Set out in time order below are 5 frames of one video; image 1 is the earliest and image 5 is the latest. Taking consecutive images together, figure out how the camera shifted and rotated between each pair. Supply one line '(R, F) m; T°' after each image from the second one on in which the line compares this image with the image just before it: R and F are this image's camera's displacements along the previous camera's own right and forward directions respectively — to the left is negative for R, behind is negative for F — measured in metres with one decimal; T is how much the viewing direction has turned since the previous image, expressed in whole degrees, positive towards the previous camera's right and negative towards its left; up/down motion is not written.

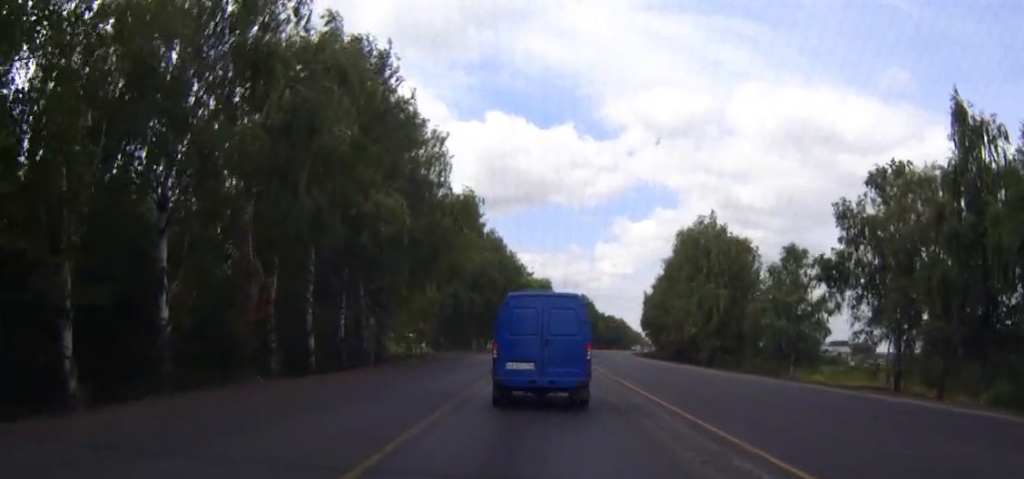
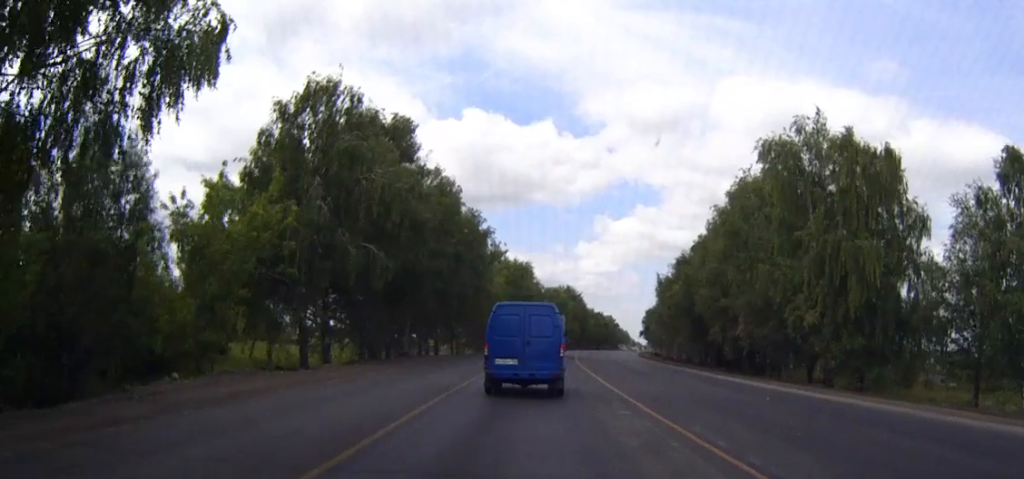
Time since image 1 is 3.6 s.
(+0.7, +43.4) m; +1°
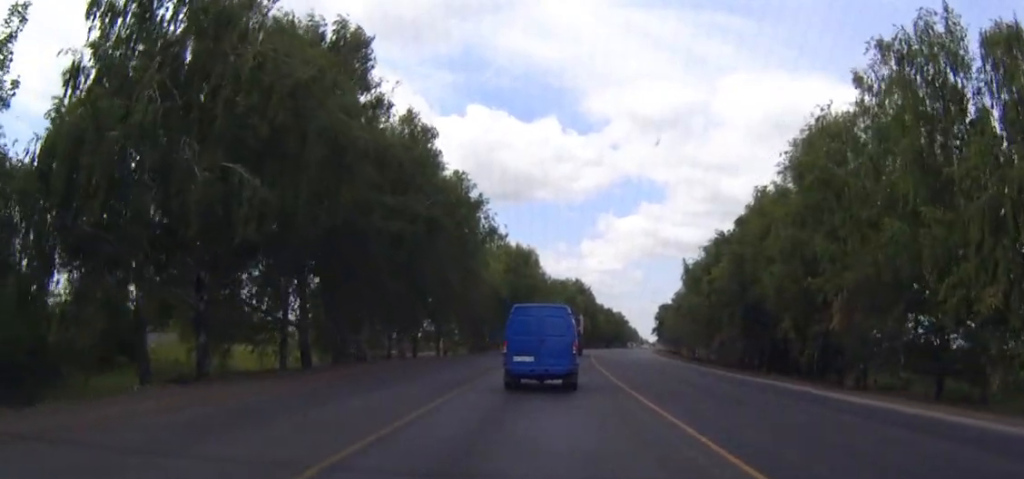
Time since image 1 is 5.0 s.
(-0.1, +19.2) m; 0°
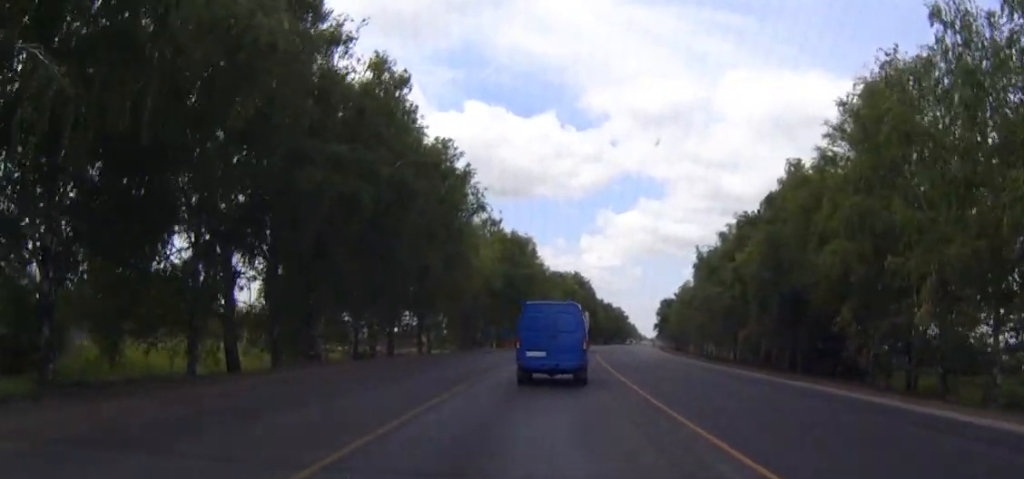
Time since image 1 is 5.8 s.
(0.0, +10.7) m; 0°
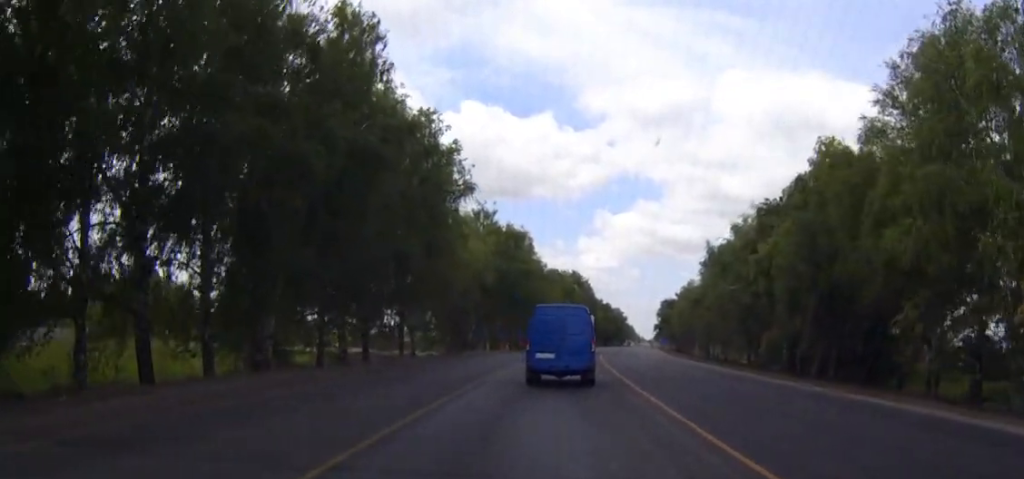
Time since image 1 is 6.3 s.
(0.0, +8.0) m; 0°
